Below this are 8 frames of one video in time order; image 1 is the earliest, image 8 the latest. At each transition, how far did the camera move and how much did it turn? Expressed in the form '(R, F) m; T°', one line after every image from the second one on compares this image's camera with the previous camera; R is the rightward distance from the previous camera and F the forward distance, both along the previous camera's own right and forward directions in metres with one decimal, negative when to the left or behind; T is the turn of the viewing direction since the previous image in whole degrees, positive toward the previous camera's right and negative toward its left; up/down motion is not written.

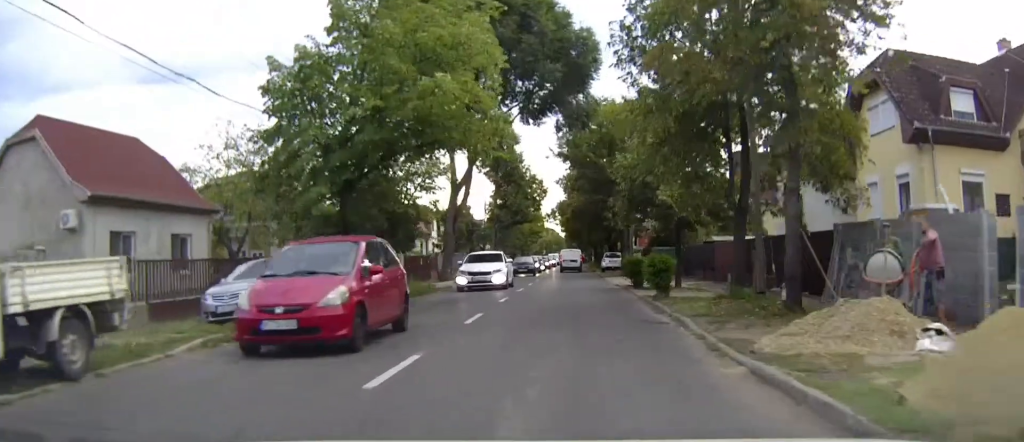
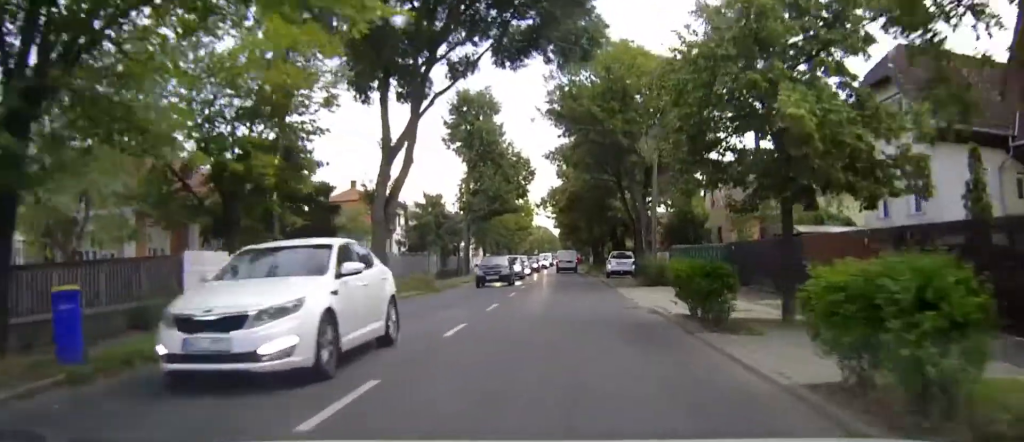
(0.0, +13.7) m; 0°
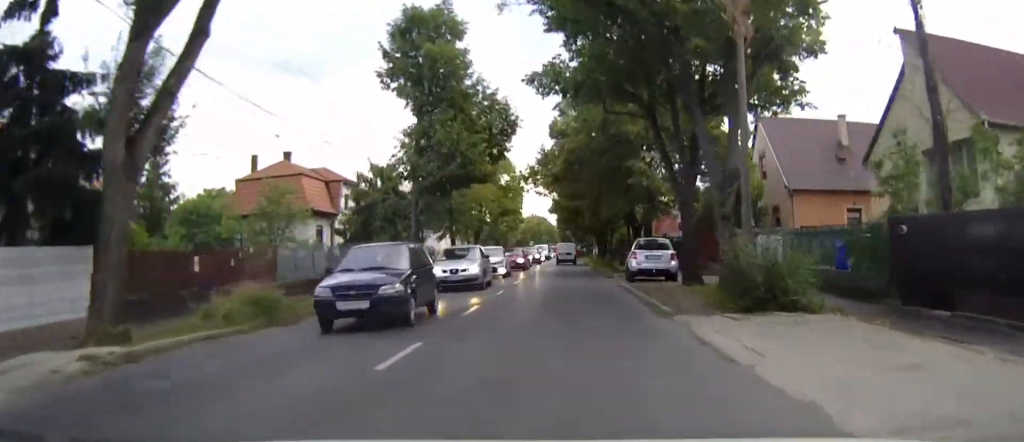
(0.0, +15.4) m; 0°
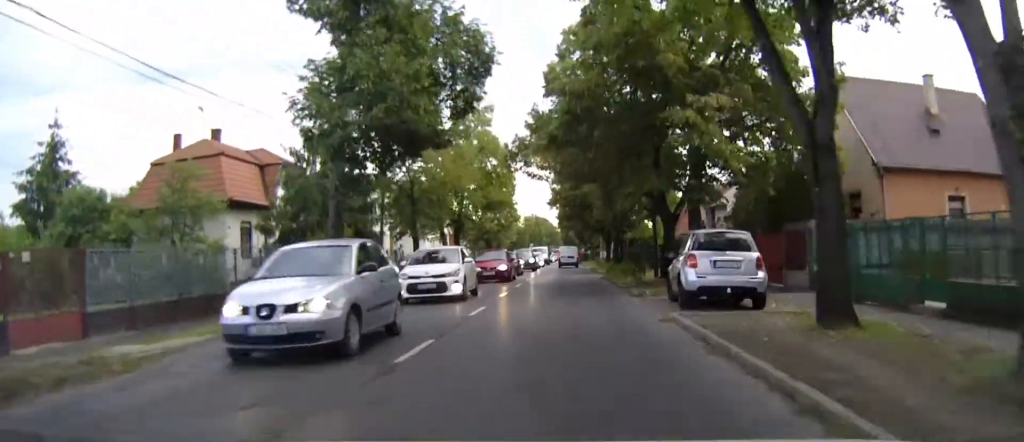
(0.0, +11.1) m; 0°
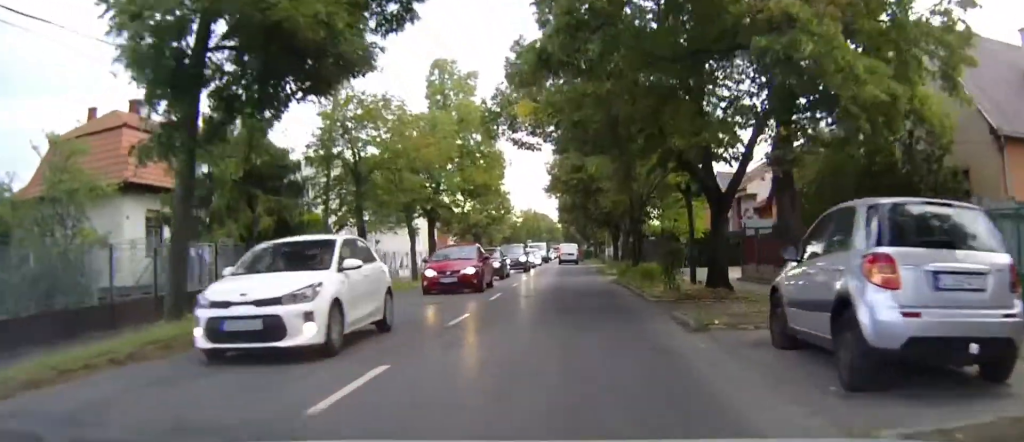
(0.0, +8.2) m; 0°
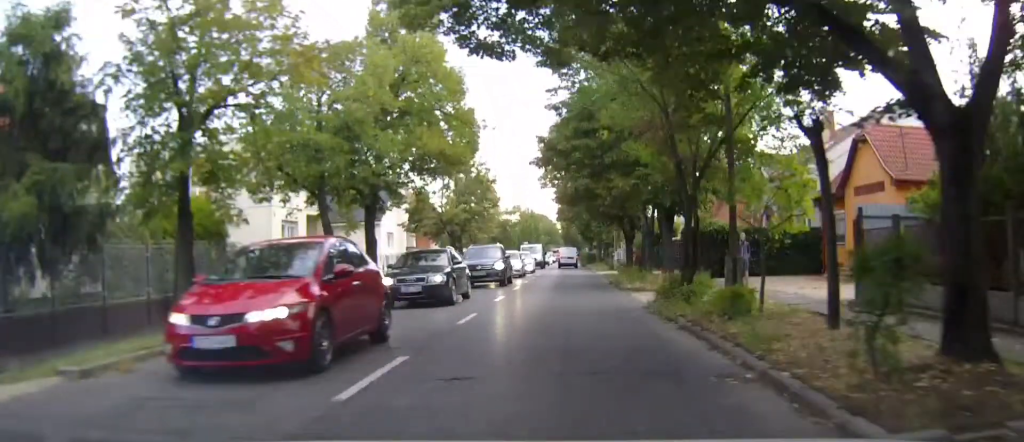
(0.0, +11.6) m; 0°
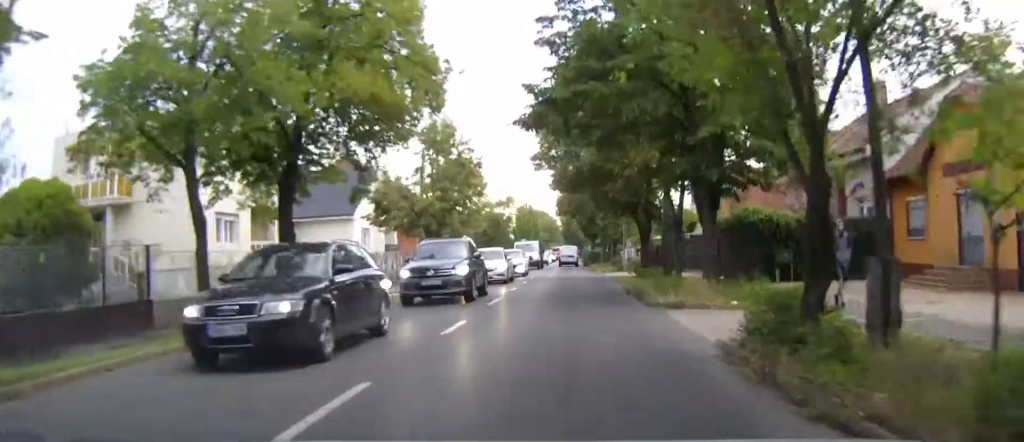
(0.0, +7.6) m; 0°
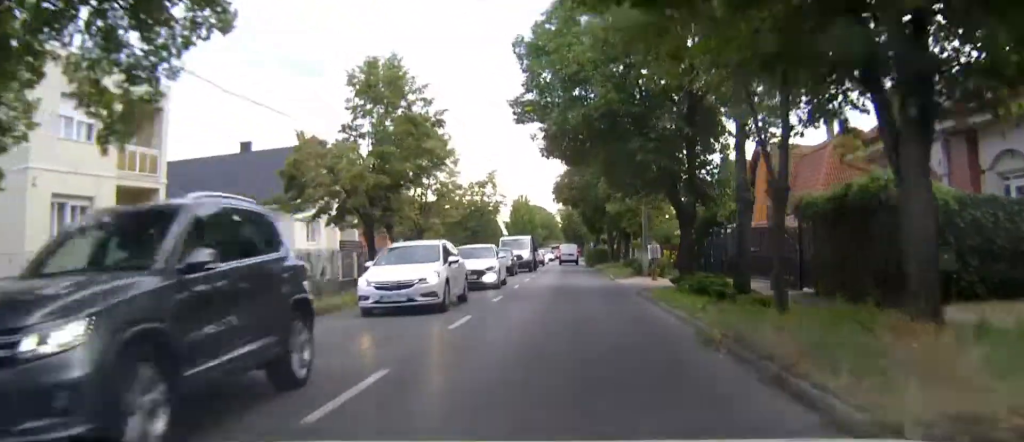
(0.0, +11.6) m; 0°
